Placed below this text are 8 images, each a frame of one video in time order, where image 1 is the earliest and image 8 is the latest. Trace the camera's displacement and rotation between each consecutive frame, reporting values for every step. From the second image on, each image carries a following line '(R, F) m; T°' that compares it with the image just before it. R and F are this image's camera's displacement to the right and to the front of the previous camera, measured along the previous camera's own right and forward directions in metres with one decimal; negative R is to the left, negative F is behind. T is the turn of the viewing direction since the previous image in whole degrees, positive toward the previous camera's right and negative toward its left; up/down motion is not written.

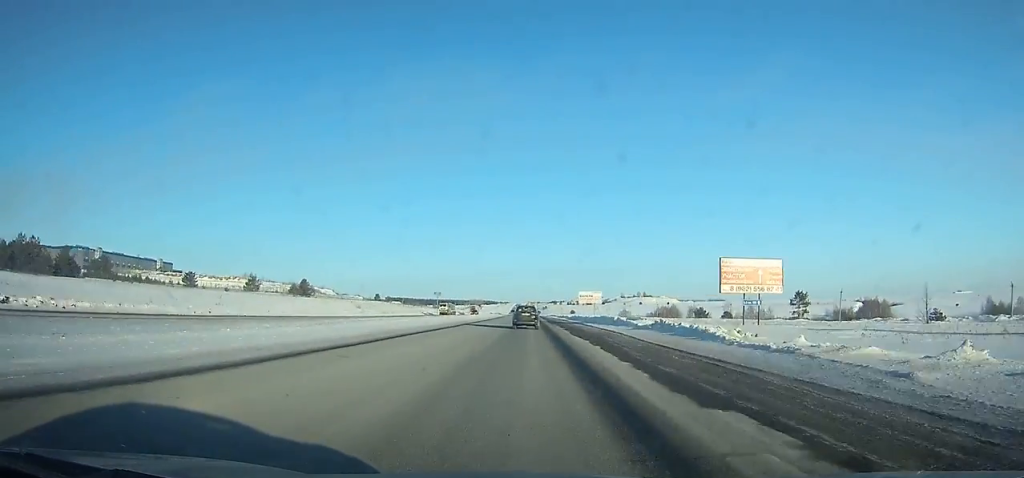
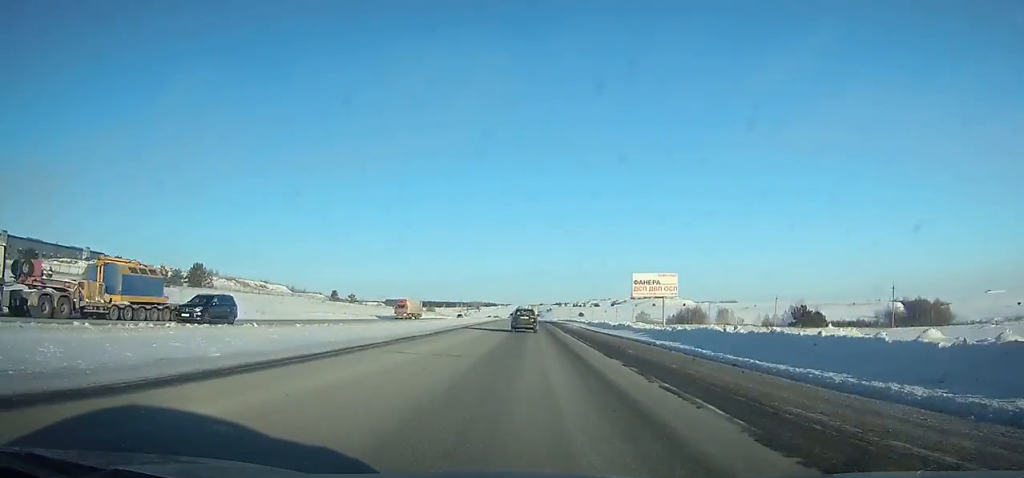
(0.0, +79.1) m; 0°
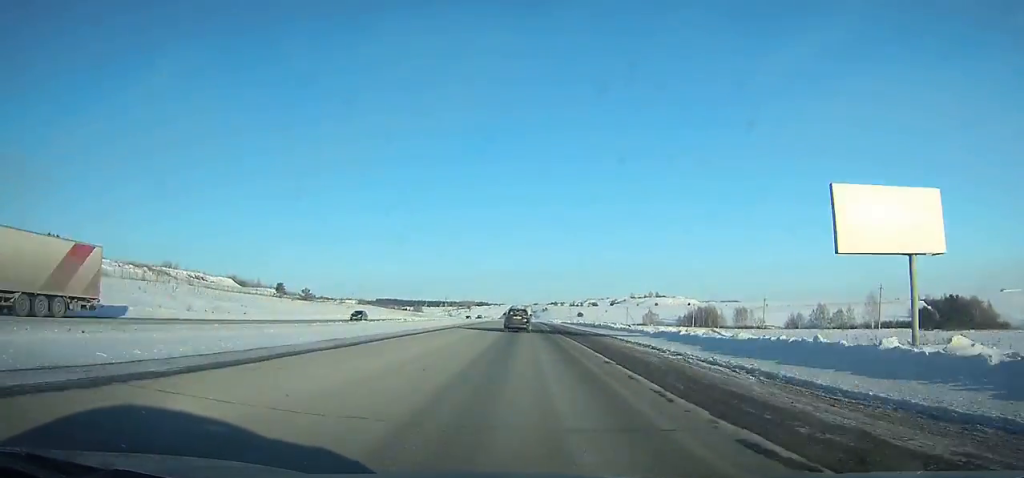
(-0.1, +53.8) m; 0°
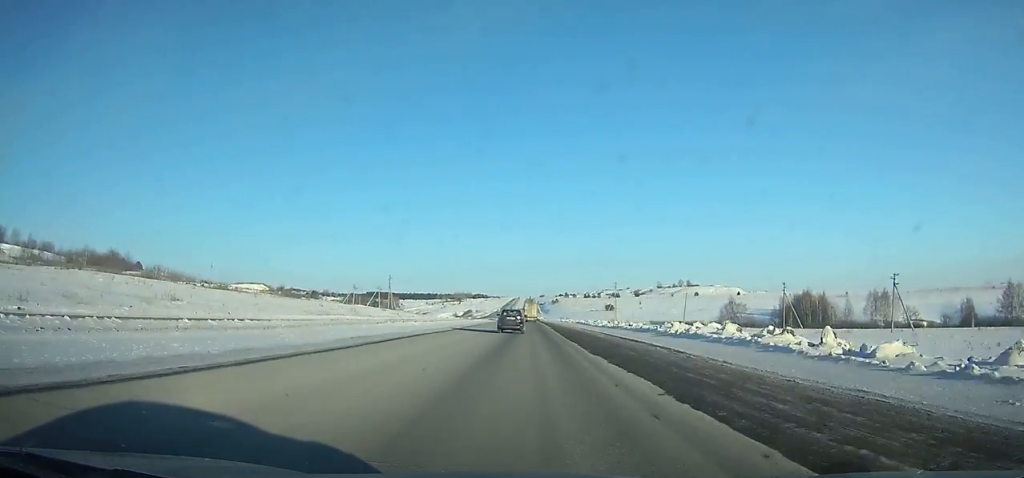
(0.0, +169.5) m; 0°
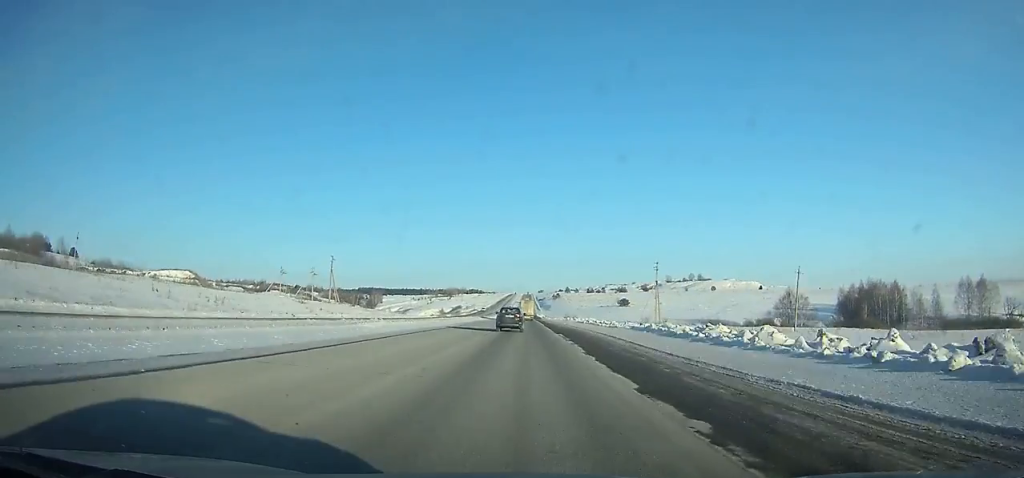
(+0.1, +63.5) m; 0°
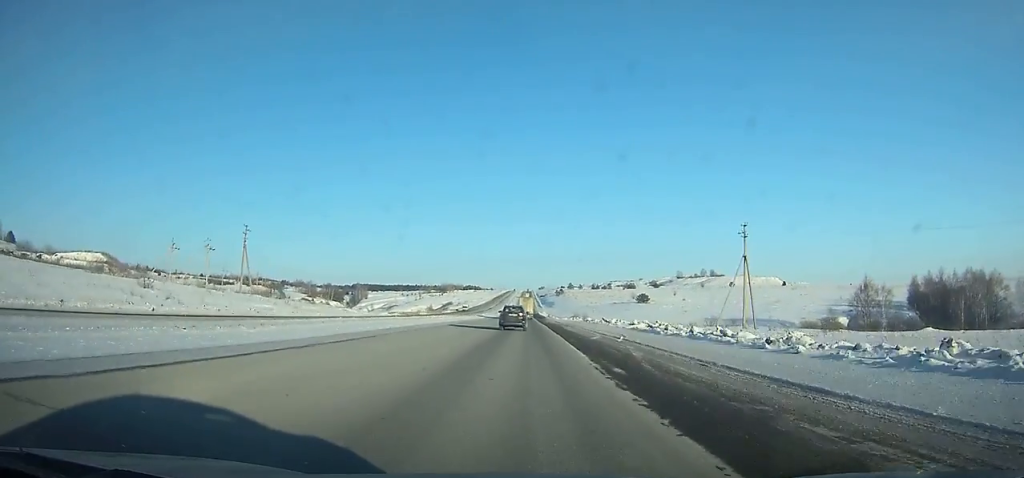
(0.0, +50.8) m; 0°
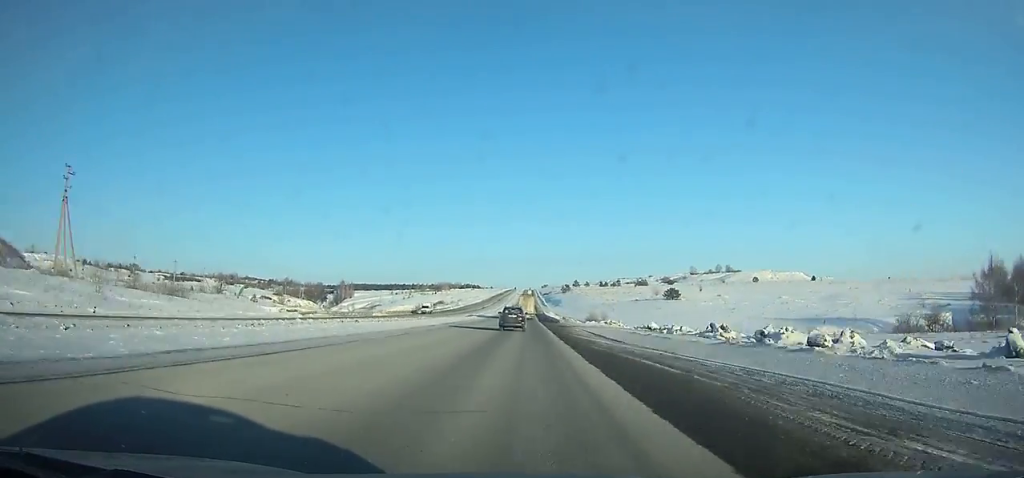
(-0.1, +51.1) m; 0°
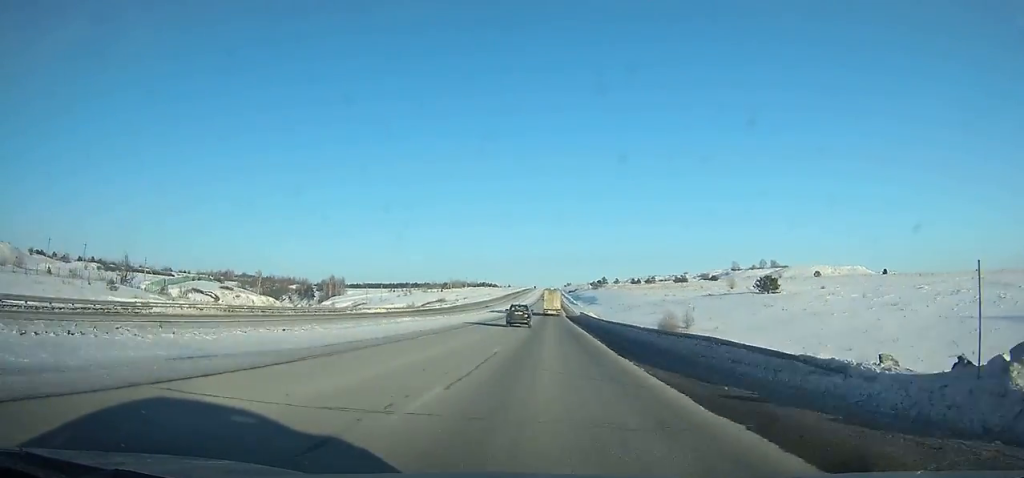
(-0.3, +70.8) m; -1°
